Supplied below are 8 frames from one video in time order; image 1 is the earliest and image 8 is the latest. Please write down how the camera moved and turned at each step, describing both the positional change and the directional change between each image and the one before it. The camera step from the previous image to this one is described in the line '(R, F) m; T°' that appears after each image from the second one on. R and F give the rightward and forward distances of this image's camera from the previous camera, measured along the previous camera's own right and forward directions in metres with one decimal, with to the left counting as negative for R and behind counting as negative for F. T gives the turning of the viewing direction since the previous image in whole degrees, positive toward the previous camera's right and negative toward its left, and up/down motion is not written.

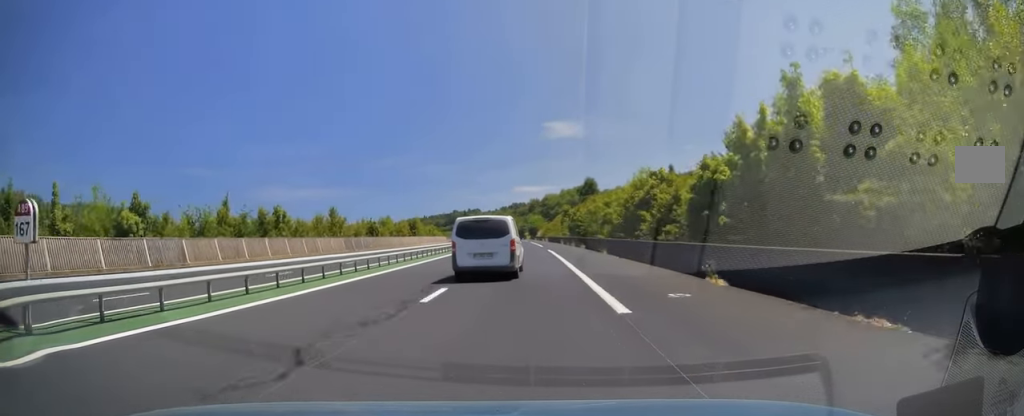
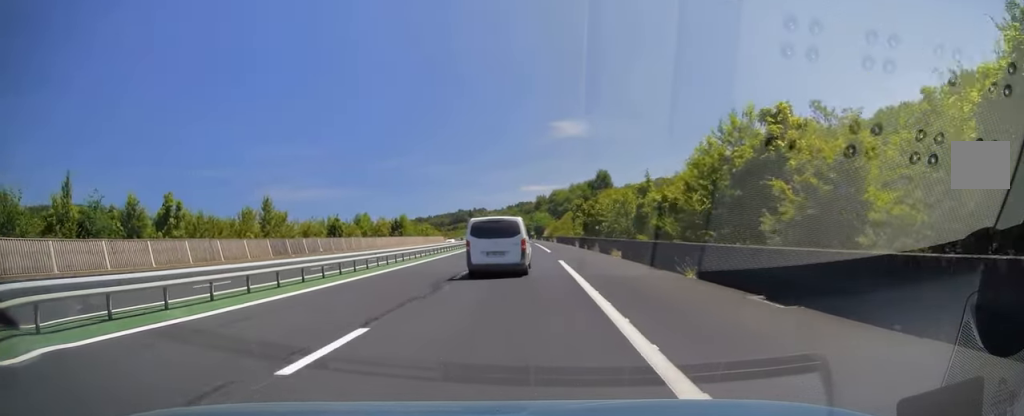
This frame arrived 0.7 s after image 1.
(0.0, +19.5) m; 0°
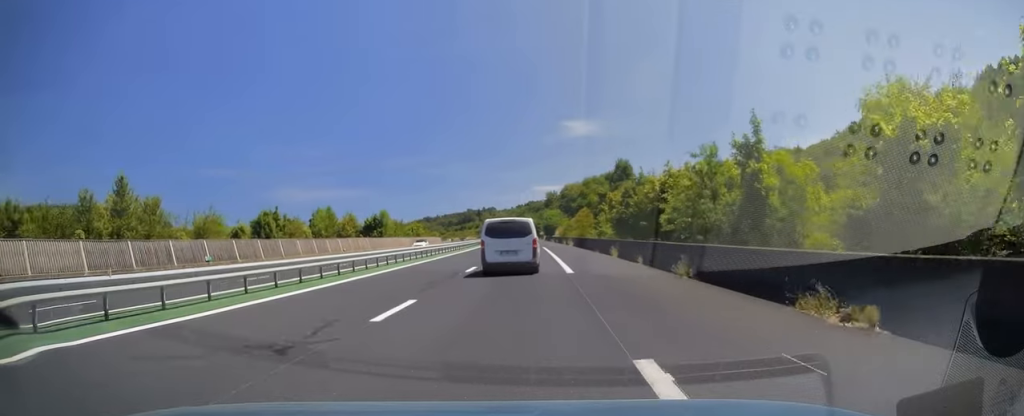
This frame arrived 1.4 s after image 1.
(0.0, +22.0) m; -1°
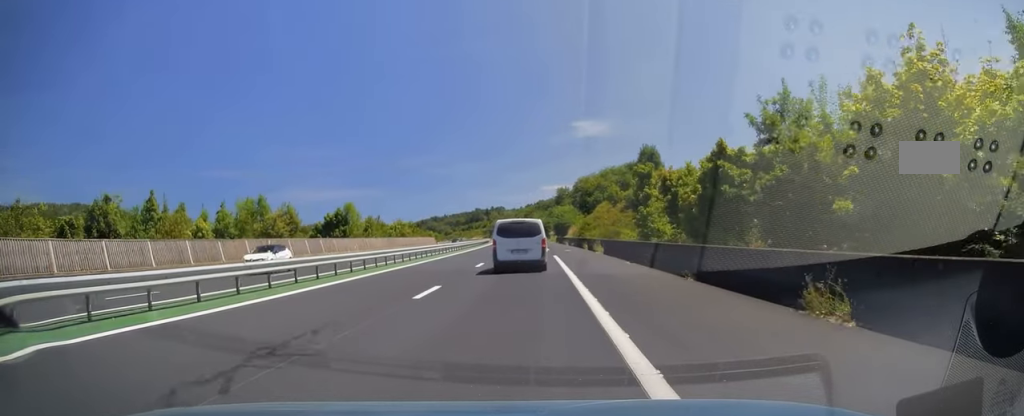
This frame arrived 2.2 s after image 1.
(-0.2, +22.5) m; -1°
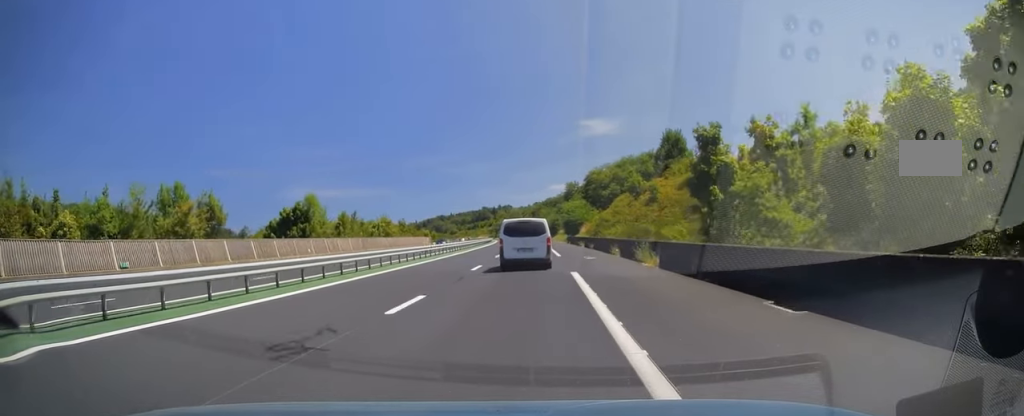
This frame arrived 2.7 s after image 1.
(-0.2, +15.7) m; -1°
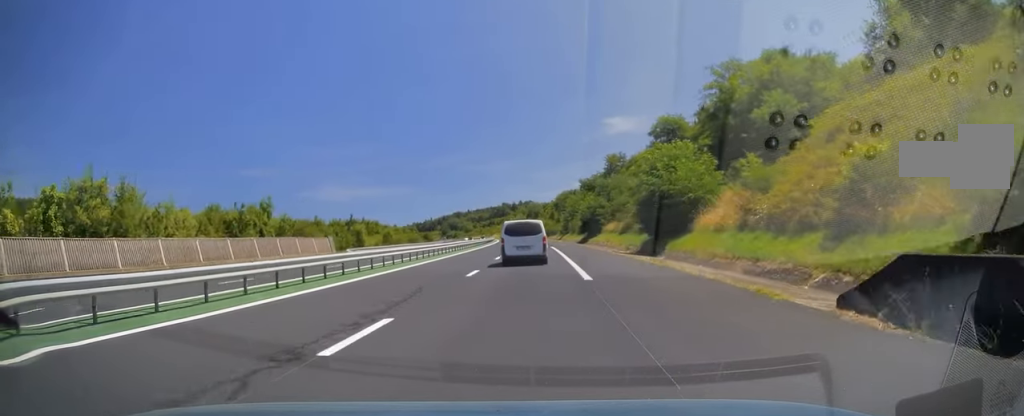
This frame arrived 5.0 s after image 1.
(-1.3, +68.4) m; -3°
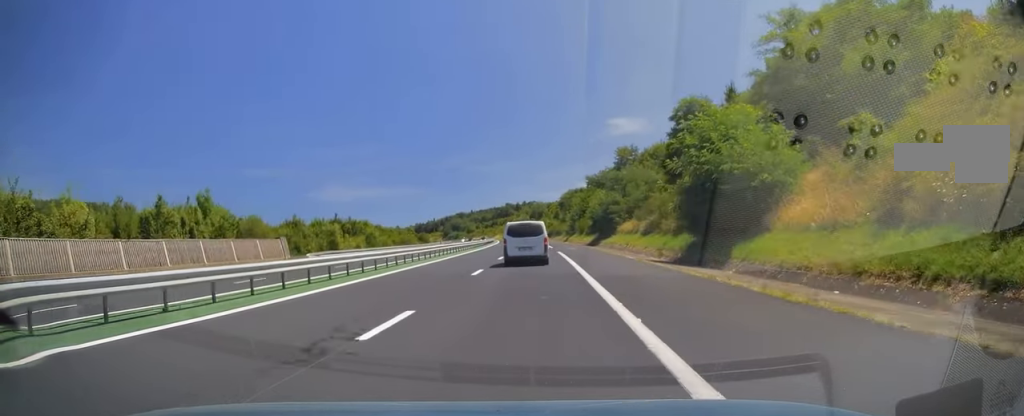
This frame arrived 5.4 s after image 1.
(0.0, +11.8) m; -1°
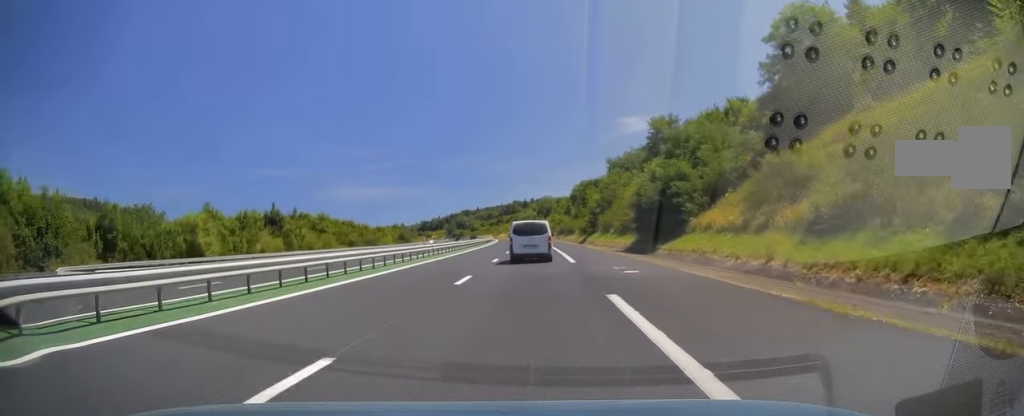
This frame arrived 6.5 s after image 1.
(-0.4, +30.5) m; -1°
